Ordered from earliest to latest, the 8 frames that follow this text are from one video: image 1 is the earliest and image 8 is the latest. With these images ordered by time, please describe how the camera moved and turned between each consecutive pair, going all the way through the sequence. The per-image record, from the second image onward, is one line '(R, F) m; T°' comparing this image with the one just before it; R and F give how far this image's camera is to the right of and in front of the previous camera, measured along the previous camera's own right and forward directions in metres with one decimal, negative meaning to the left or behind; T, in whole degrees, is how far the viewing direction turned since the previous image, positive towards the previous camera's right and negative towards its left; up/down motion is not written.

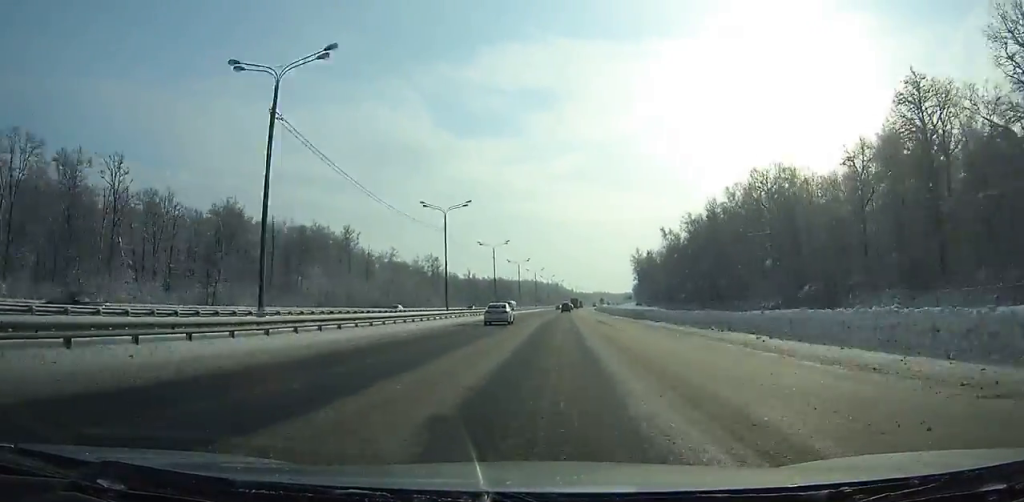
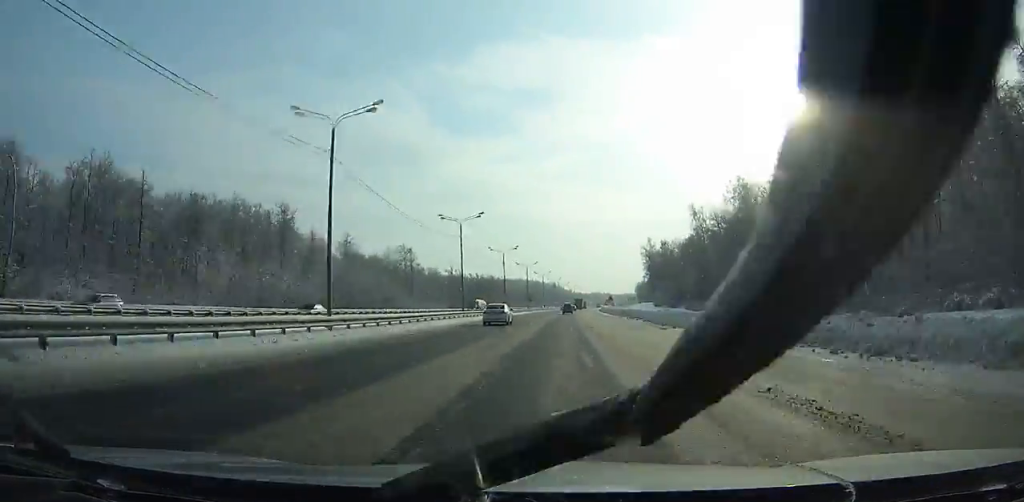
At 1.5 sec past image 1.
(+0.1, +36.3) m; +1°
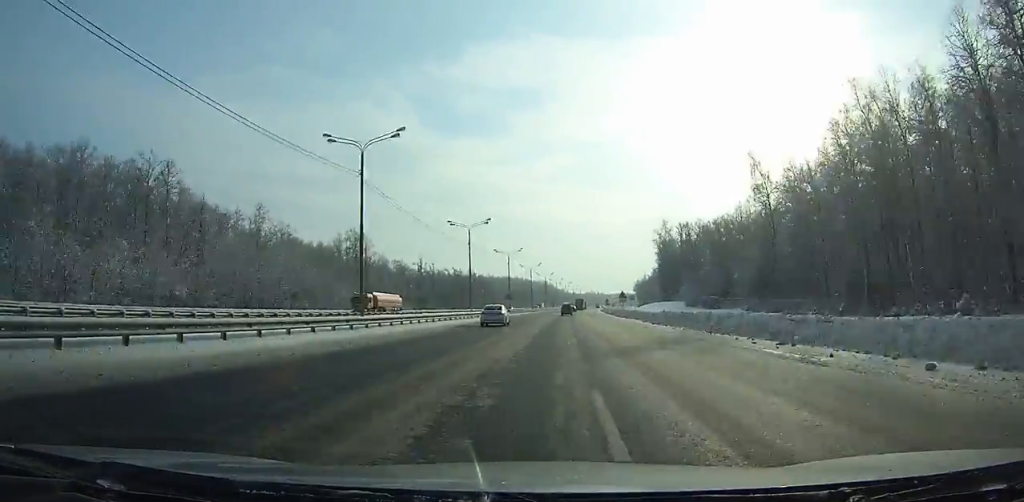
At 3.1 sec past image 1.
(+0.3, +38.8) m; +1°
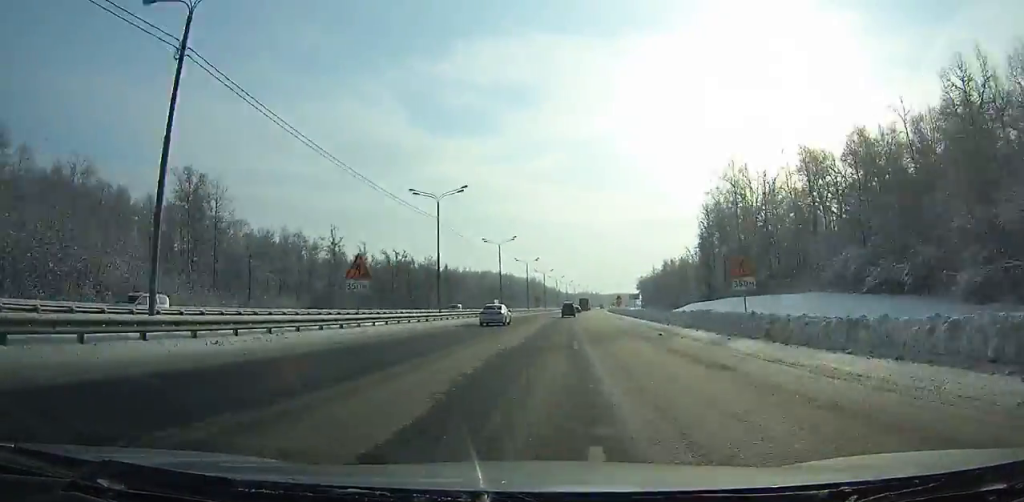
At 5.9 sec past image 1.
(+0.6, +67.7) m; +1°
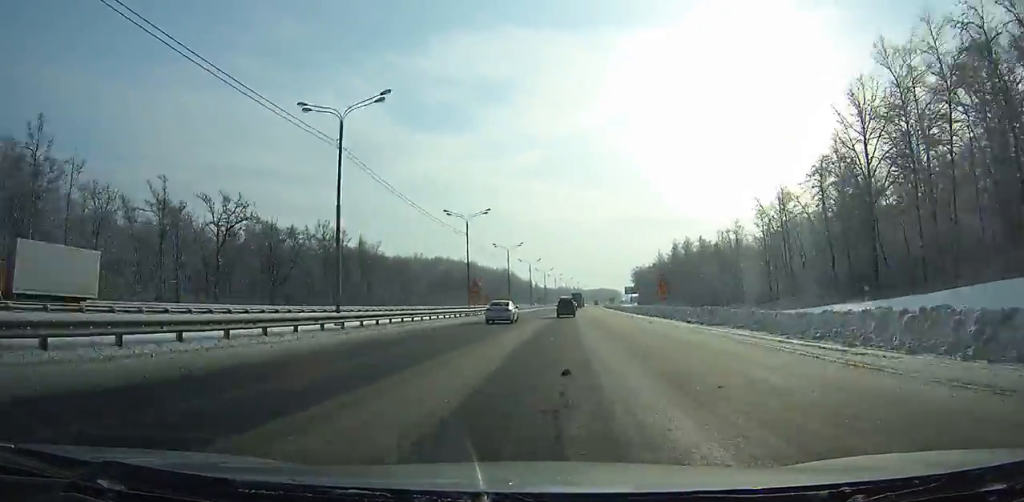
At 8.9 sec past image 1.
(+0.8, +72.1) m; +1°
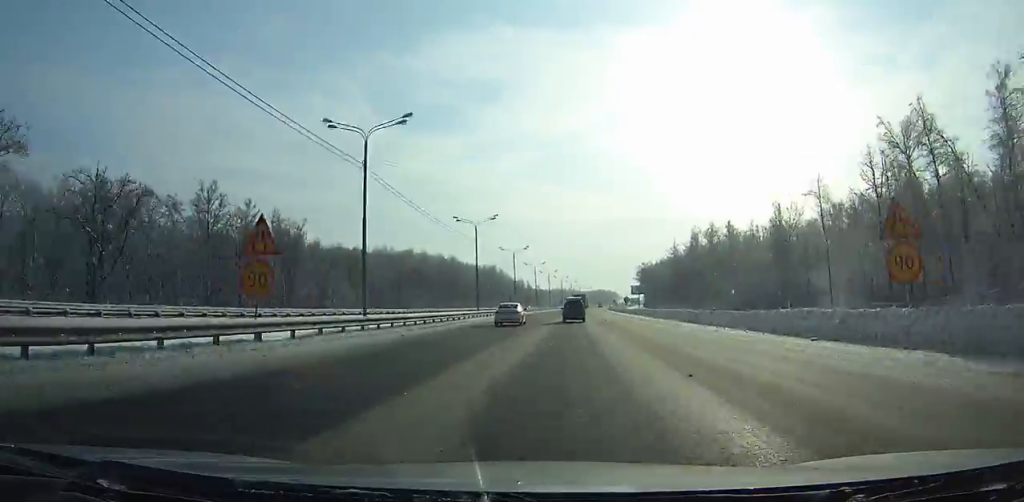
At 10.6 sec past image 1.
(+0.3, +40.7) m; +1°
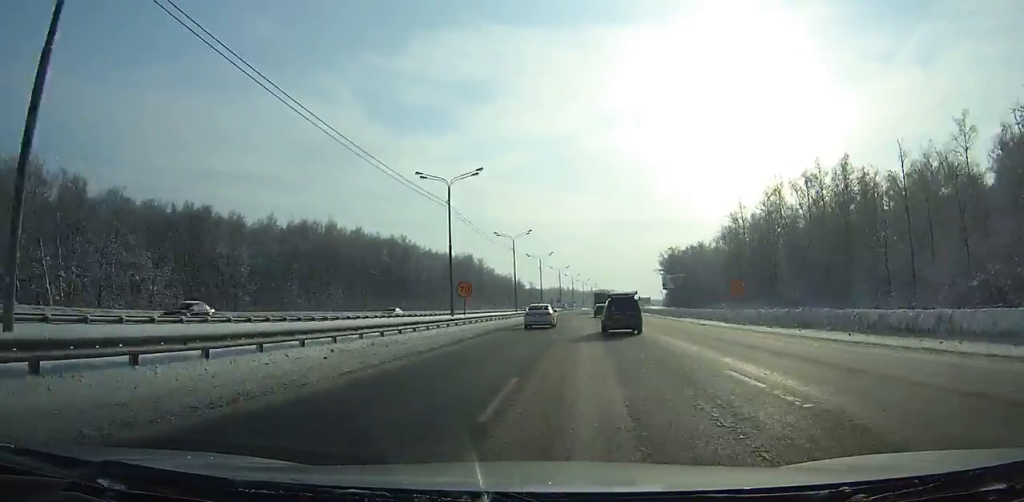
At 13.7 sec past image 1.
(+0.4, +73.6) m; +1°
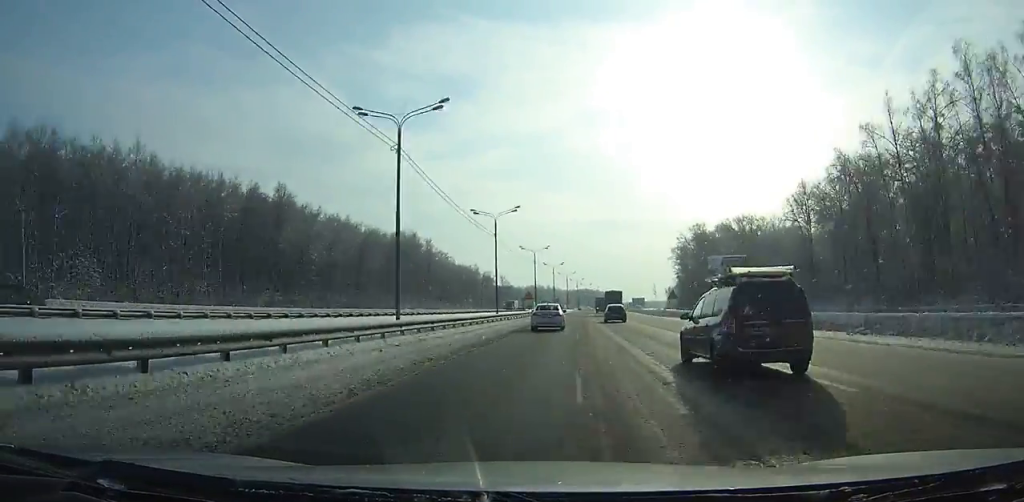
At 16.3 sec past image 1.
(+1.0, +61.3) m; +2°
